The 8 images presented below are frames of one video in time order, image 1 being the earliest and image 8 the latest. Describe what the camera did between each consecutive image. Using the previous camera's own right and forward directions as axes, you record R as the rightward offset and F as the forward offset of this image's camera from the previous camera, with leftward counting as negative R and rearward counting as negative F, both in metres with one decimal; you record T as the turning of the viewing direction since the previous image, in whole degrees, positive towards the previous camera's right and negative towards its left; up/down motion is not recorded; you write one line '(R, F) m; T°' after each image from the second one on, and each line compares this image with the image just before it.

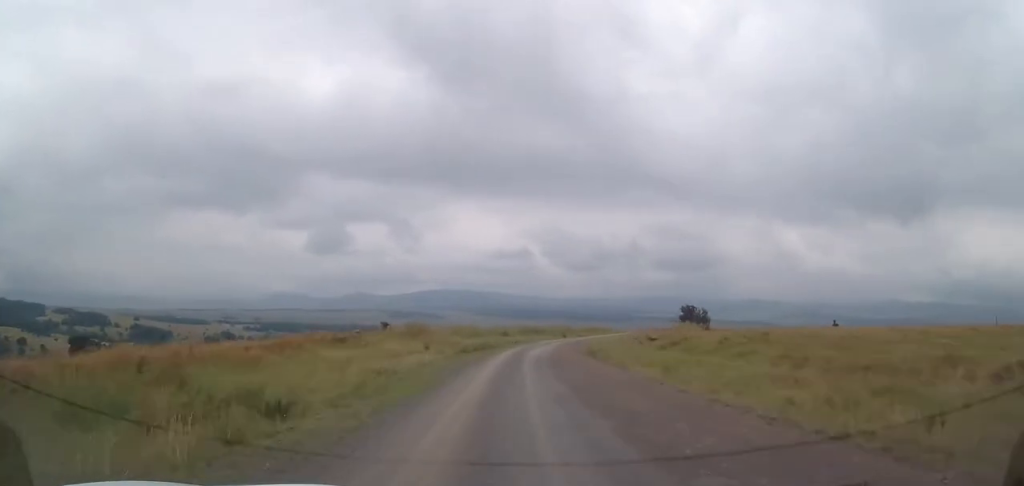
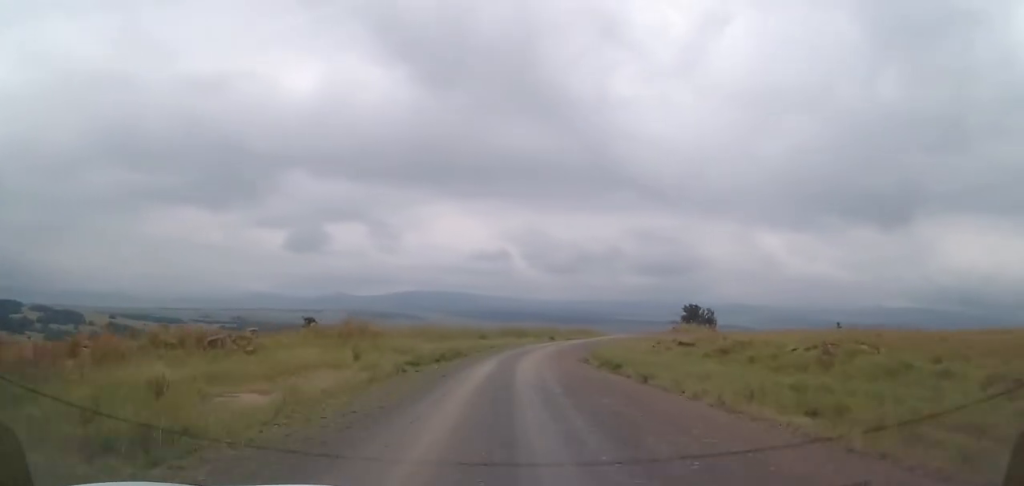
(+0.4, +14.0) m; +3°
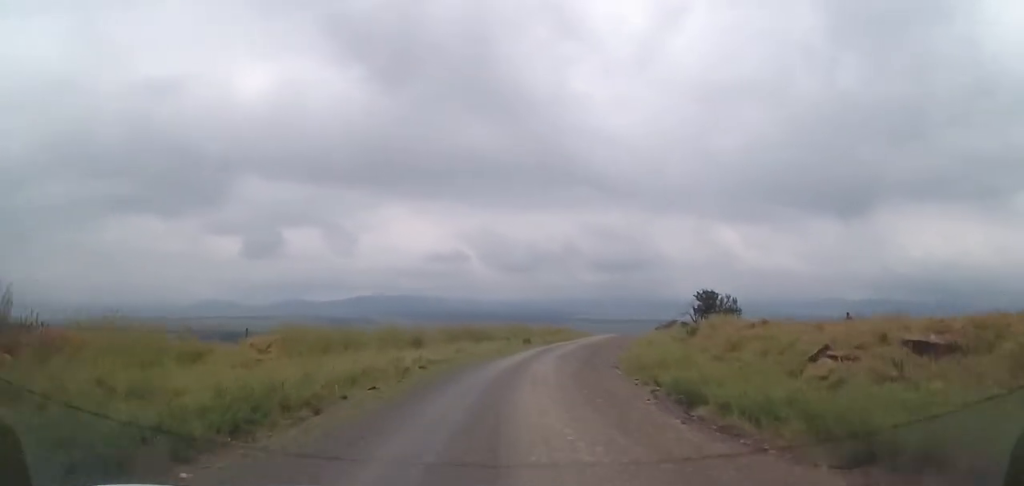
(+0.8, +25.3) m; +3°
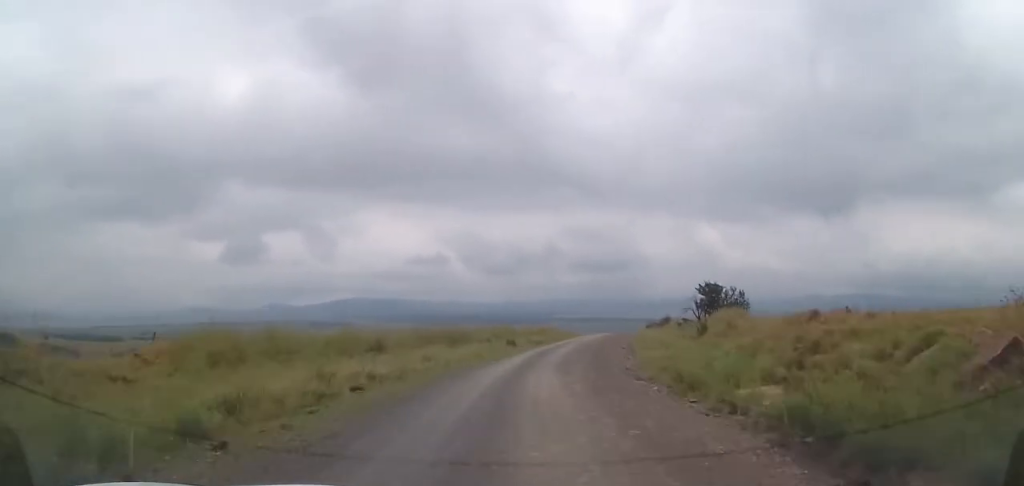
(-0.1, +8.0) m; +2°
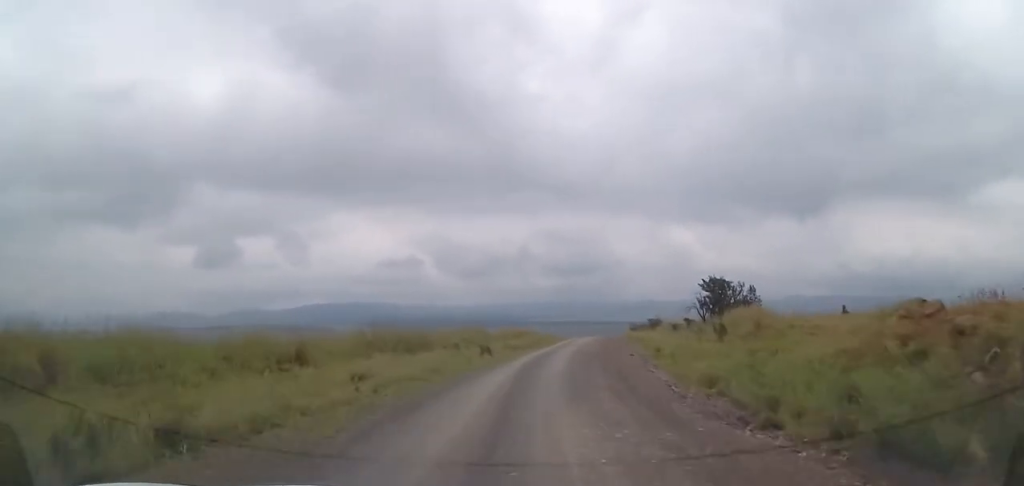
(+0.1, +9.5) m; +3°
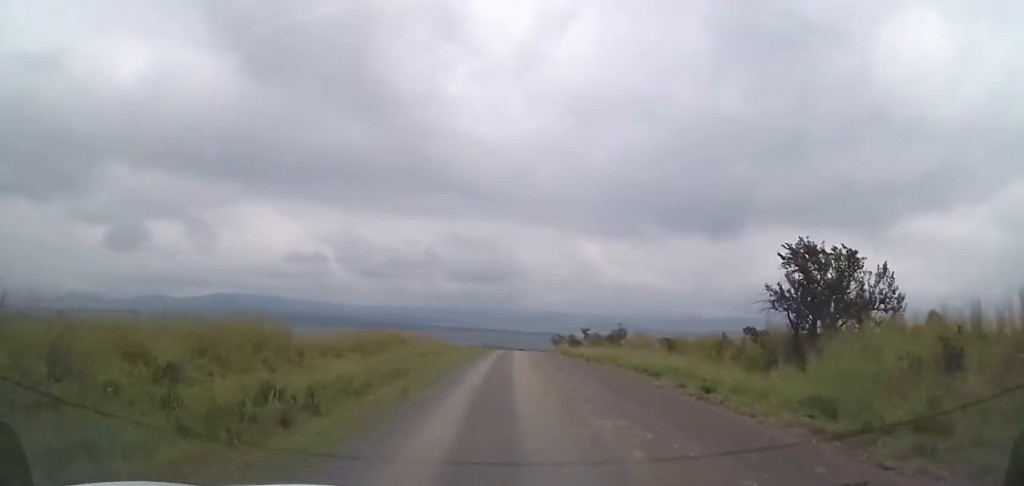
(+3.6, +33.0) m; +8°
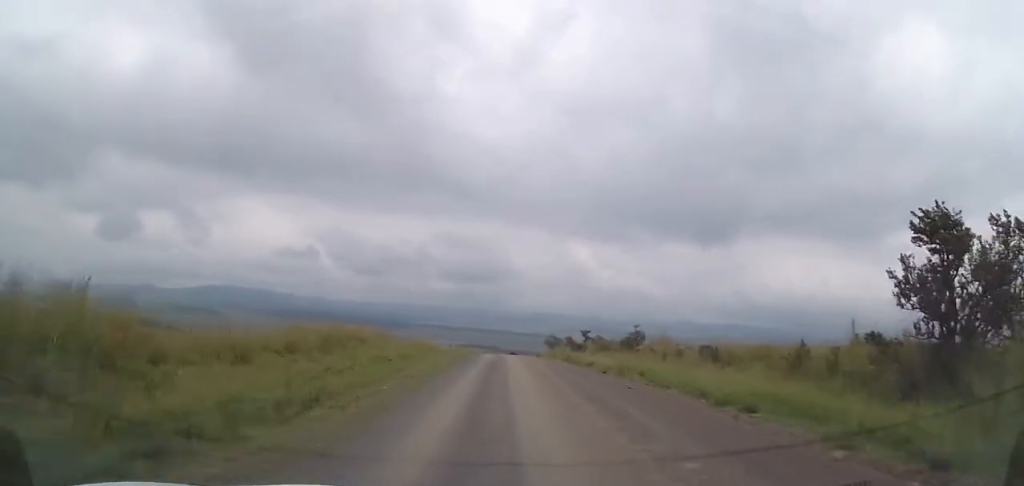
(-0.4, +10.0) m; 0°
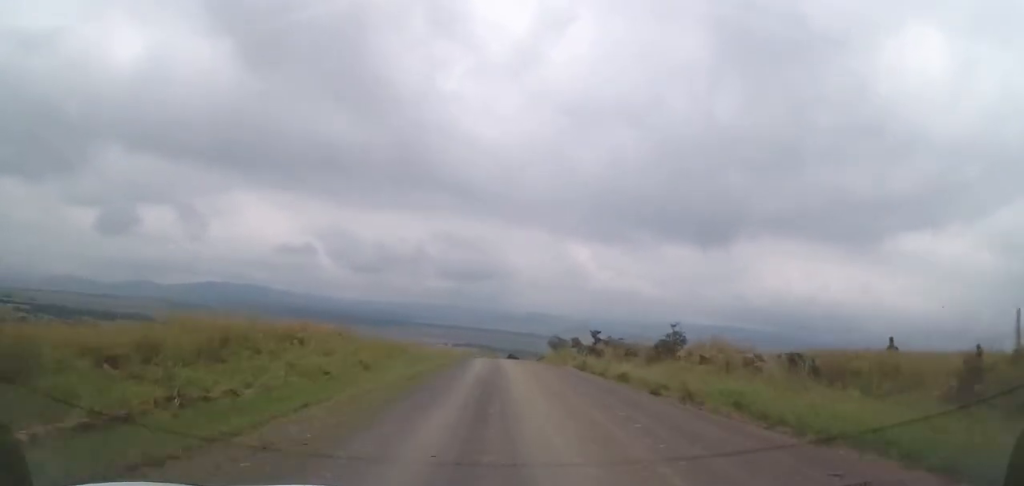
(+0.3, +10.2) m; +2°
